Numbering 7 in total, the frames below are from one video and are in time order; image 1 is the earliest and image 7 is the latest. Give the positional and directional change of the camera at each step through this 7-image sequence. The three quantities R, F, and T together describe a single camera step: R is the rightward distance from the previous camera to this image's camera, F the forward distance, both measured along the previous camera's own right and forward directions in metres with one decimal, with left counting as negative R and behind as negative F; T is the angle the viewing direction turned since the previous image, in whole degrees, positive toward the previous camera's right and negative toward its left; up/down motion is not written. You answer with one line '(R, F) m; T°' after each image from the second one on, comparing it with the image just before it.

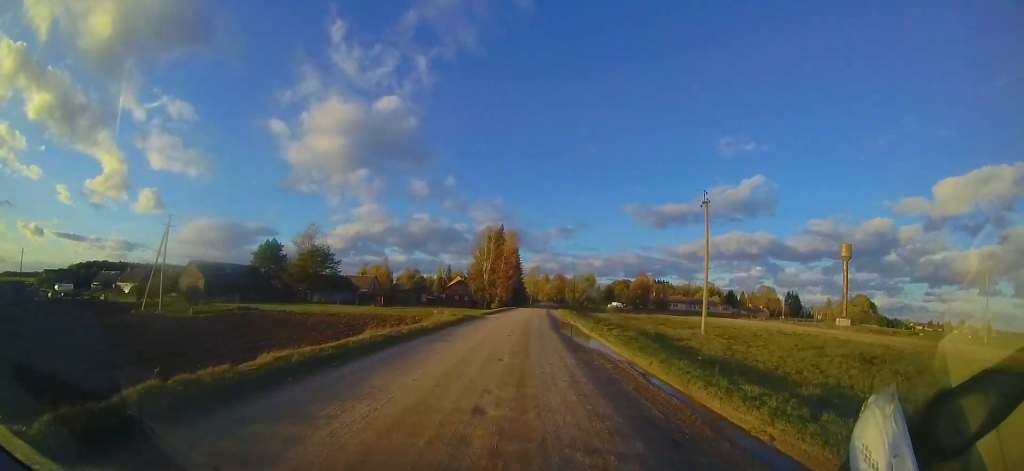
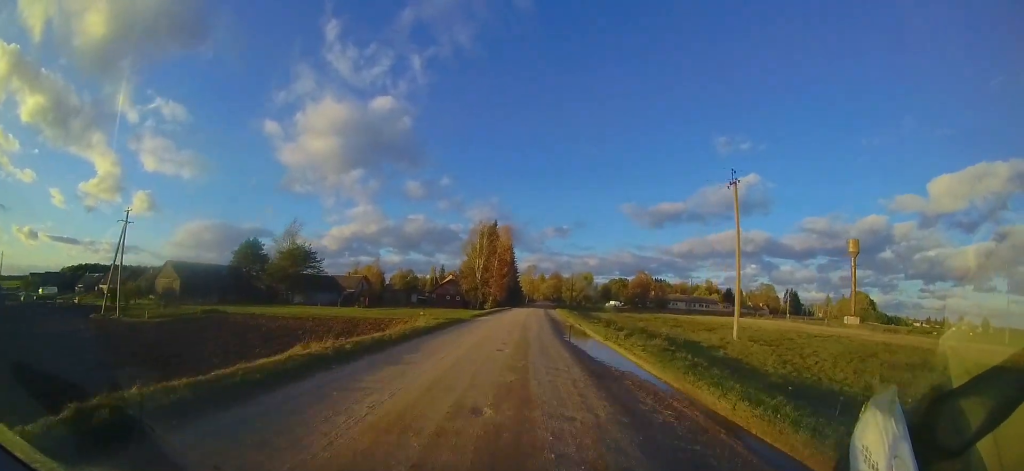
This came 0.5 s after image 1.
(+0.2, +4.4) m; +2°
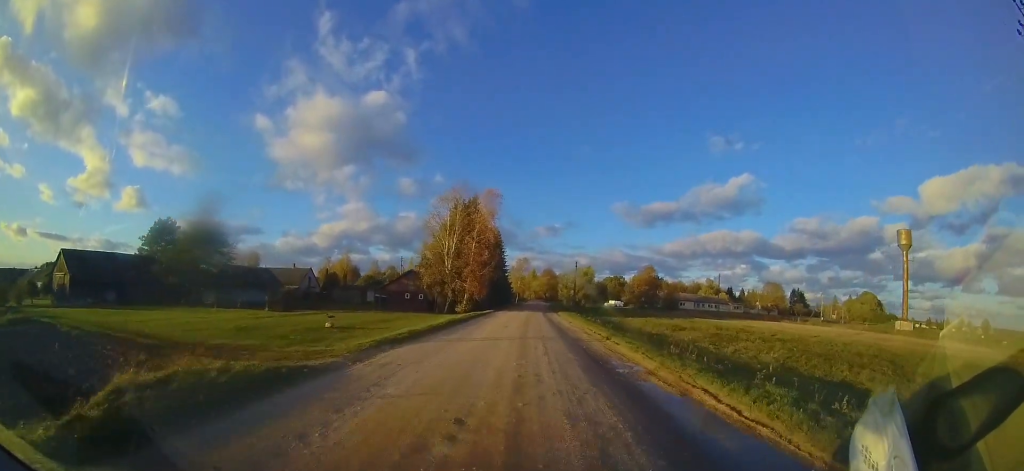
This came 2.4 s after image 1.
(+0.8, +17.5) m; +2°
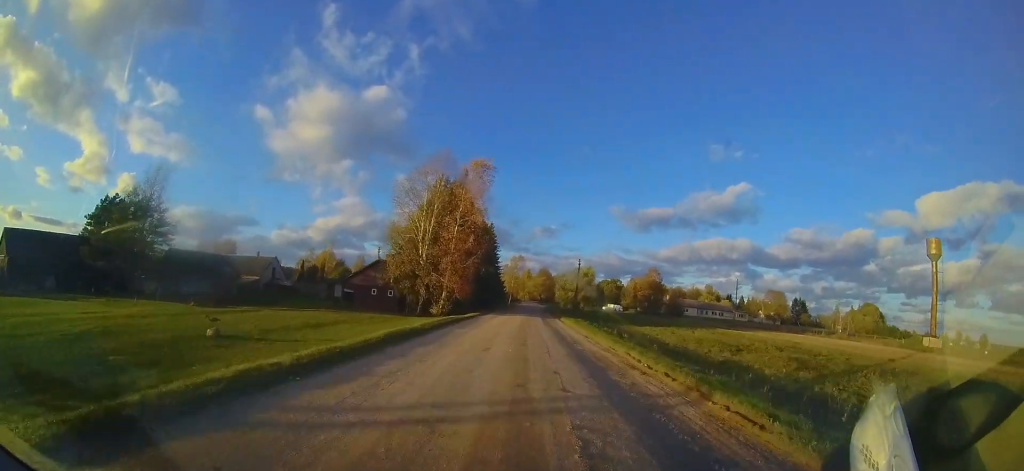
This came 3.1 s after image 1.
(-0.1, +7.9) m; -1°
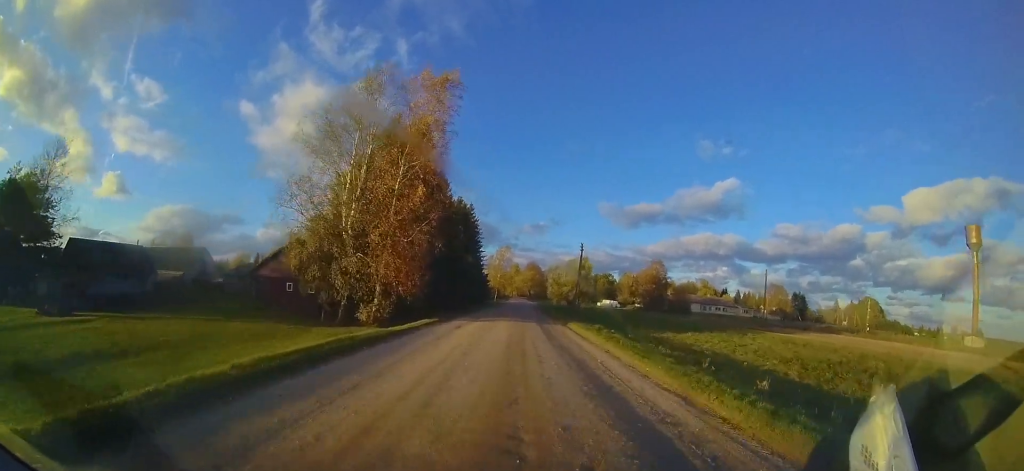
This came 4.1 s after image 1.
(0.0, +11.1) m; +1°
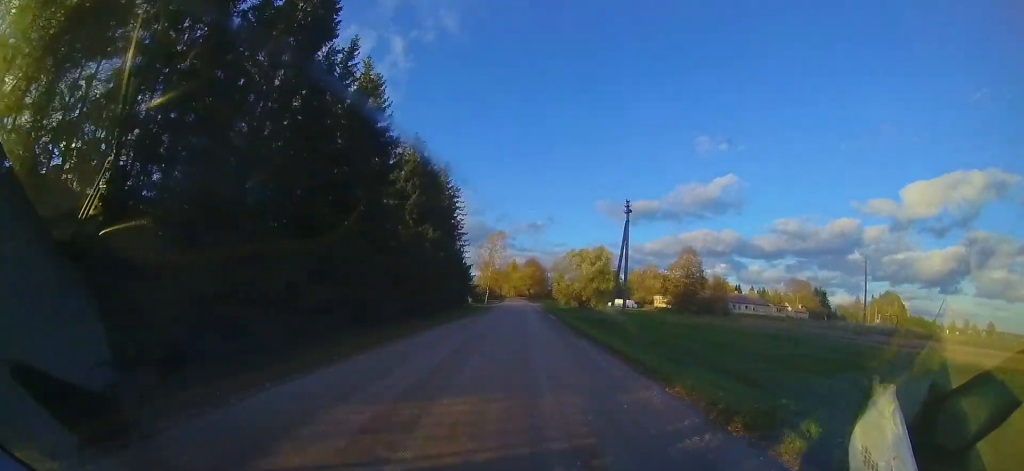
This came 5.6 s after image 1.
(+0.1, +19.2) m; 0°
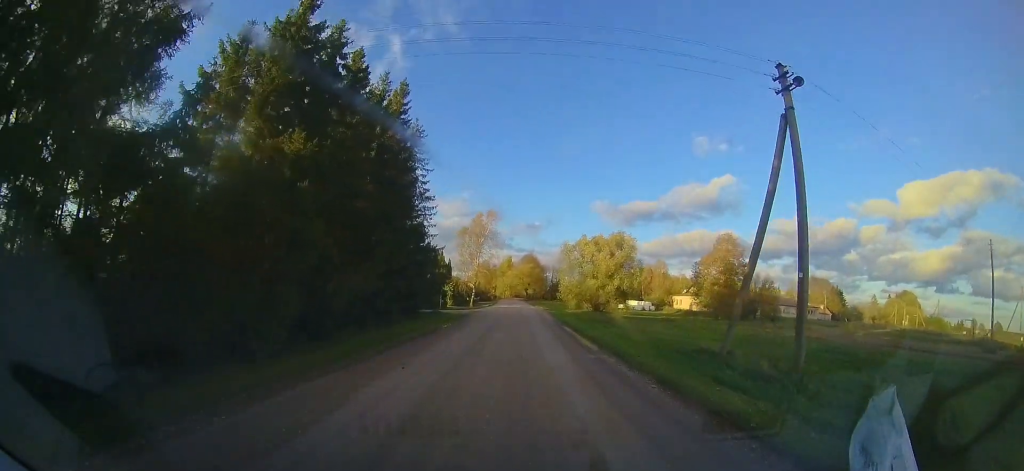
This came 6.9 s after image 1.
(+0.1, +16.2) m; 0°
